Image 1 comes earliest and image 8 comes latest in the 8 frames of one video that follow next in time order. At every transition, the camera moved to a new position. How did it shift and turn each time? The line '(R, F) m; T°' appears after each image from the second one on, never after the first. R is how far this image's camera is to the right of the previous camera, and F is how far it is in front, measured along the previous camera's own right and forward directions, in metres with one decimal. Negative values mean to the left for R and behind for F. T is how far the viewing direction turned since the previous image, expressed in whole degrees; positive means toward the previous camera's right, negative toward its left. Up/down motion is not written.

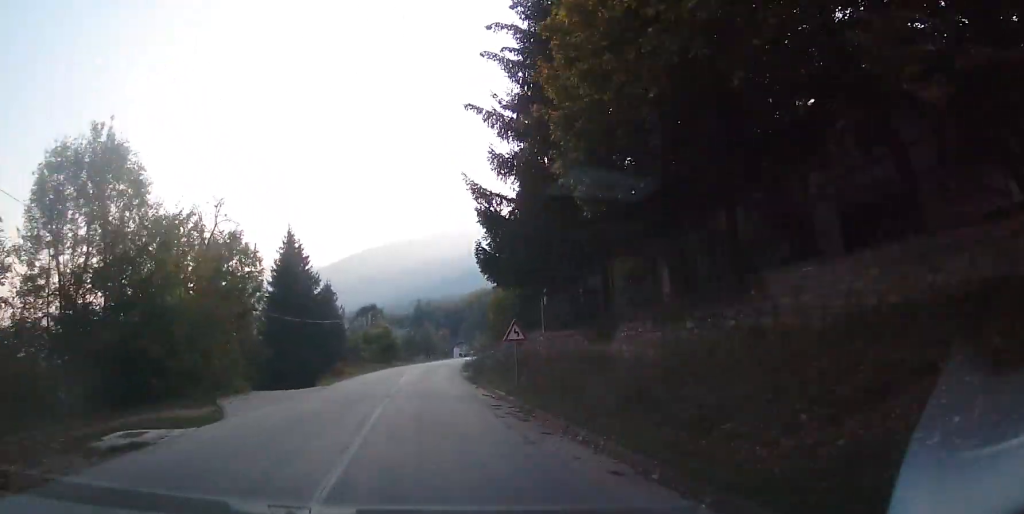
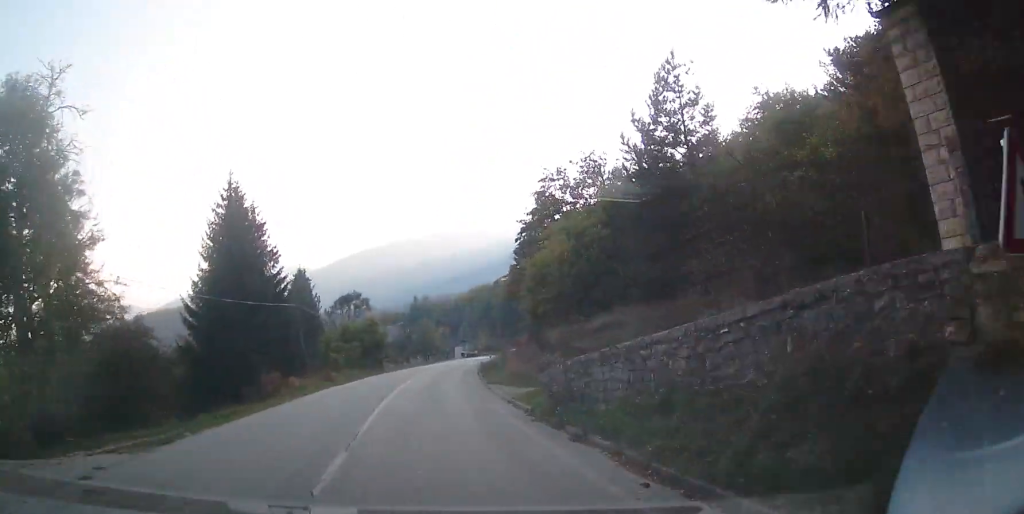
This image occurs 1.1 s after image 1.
(+0.3, +18.3) m; 0°
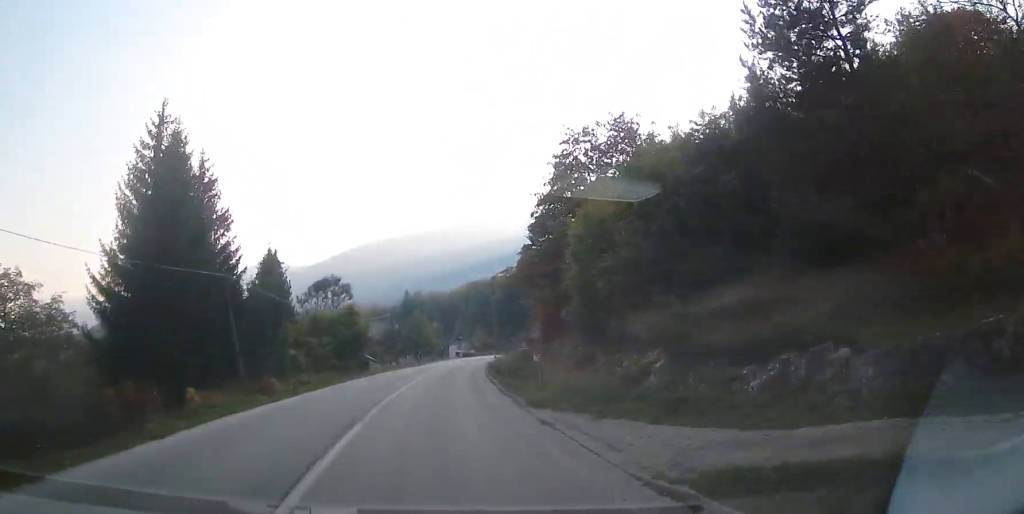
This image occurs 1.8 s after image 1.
(-0.2, +11.5) m; +1°
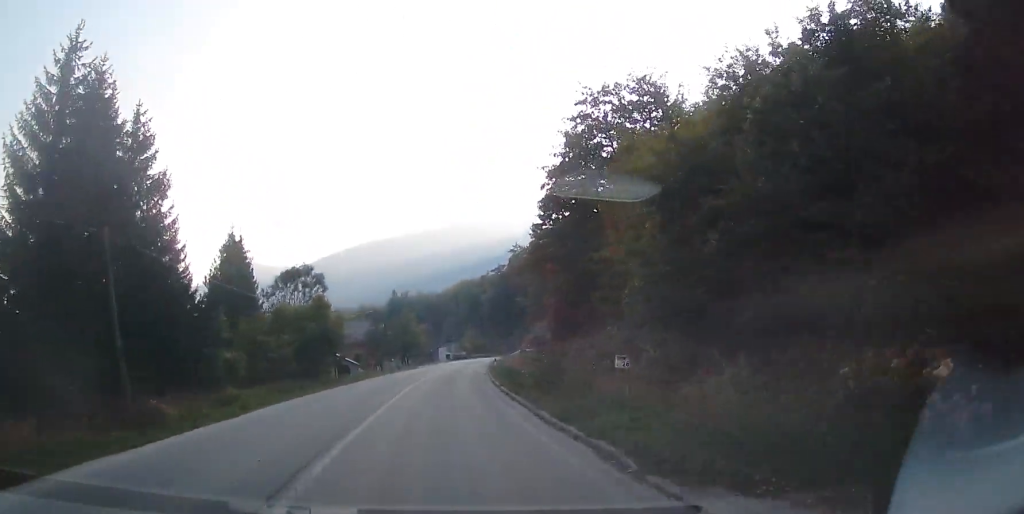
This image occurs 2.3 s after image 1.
(0.0, +8.6) m; +1°
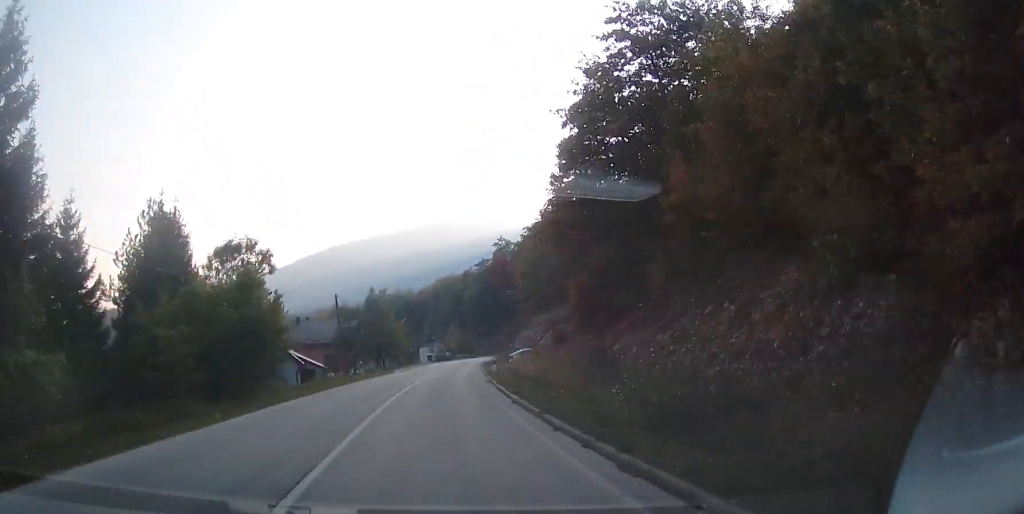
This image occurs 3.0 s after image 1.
(+0.3, +11.0) m; +2°
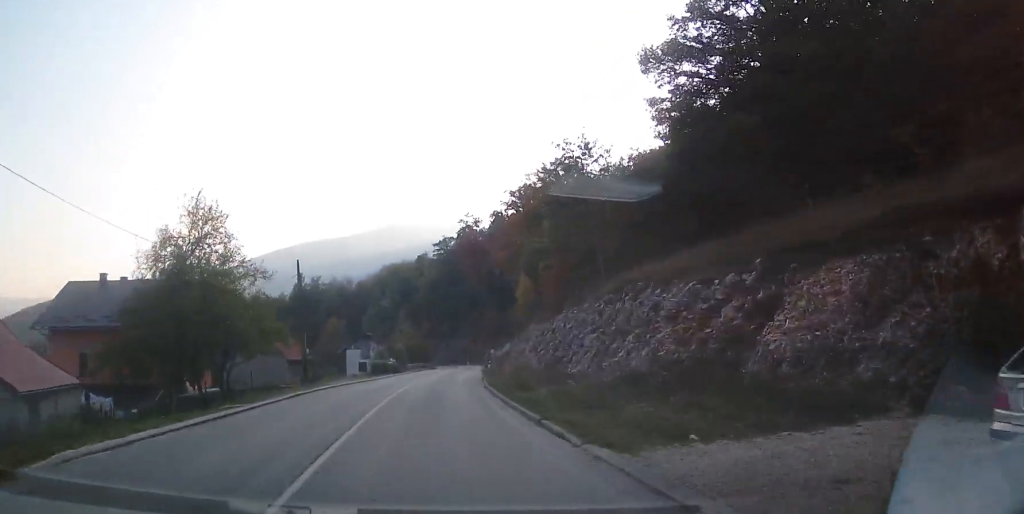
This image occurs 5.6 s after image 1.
(+2.1, +41.4) m; +5°
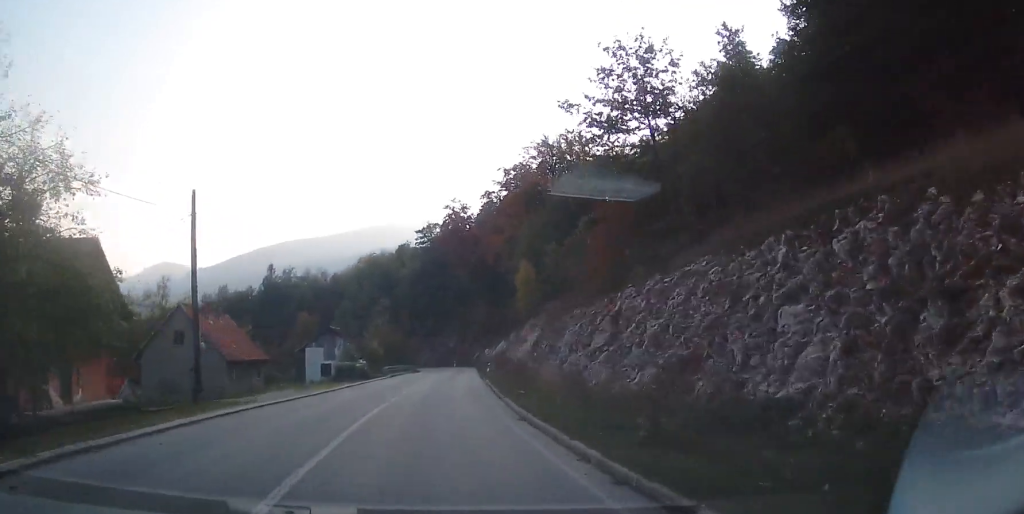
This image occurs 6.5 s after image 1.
(0.0, +13.4) m; +2°
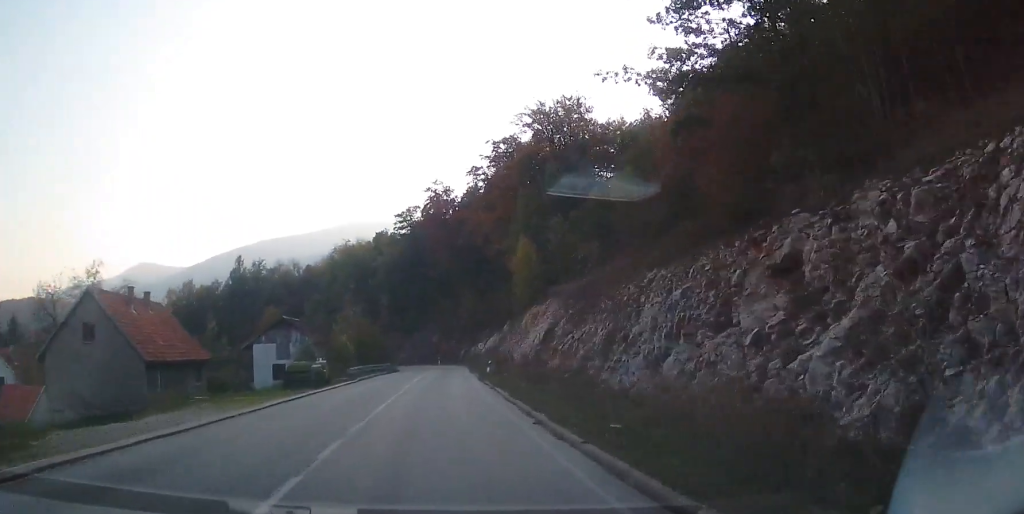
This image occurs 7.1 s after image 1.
(-0.2, +10.7) m; +3°
